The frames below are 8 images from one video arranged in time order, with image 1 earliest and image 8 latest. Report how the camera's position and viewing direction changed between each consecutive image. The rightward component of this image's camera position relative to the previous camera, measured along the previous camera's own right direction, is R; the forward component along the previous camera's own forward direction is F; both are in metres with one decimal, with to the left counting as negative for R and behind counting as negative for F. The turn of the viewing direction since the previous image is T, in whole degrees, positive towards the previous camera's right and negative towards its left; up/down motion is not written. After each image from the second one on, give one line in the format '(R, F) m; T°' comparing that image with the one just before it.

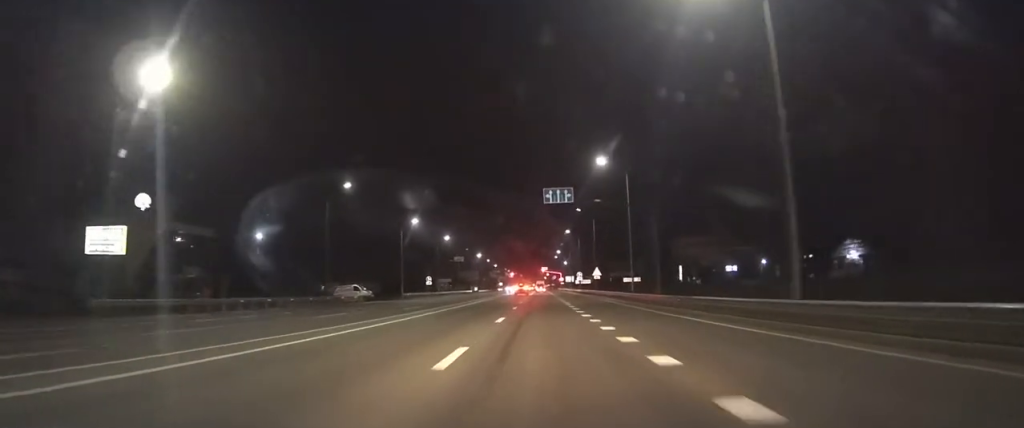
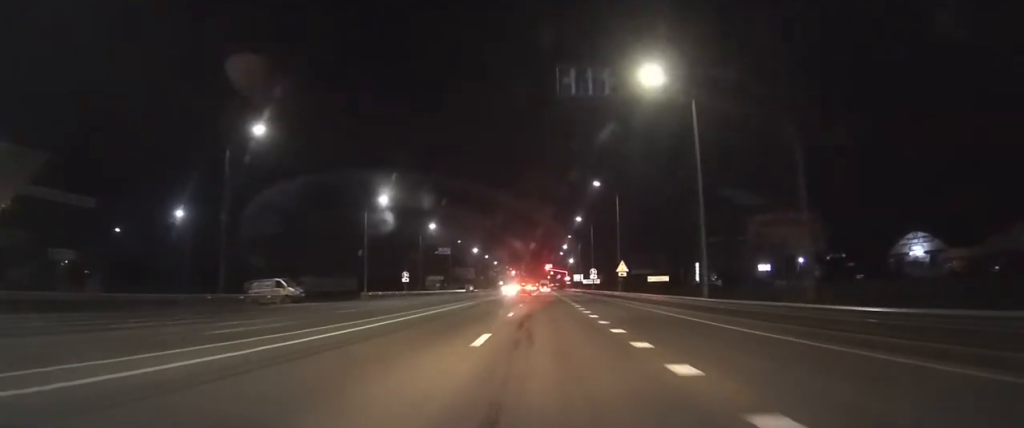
(-0.1, +21.4) m; -1°
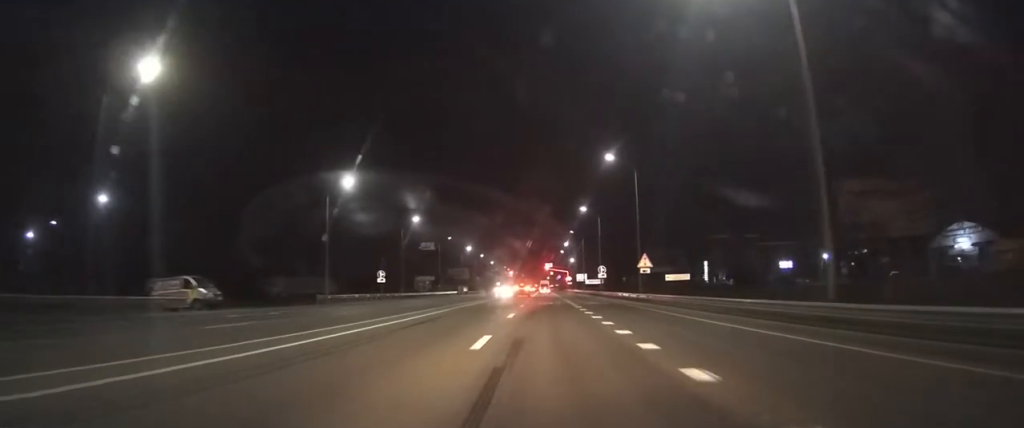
(-0.1, +13.1) m; 0°
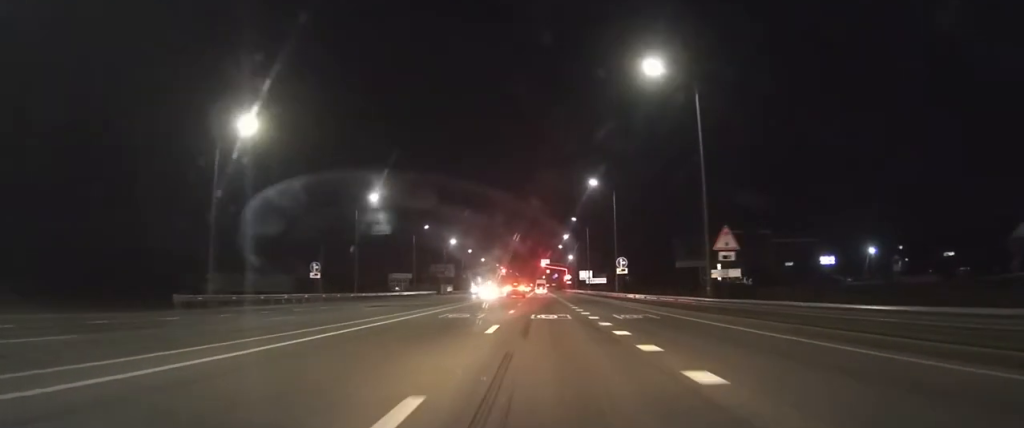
(+0.1, +21.1) m; +1°
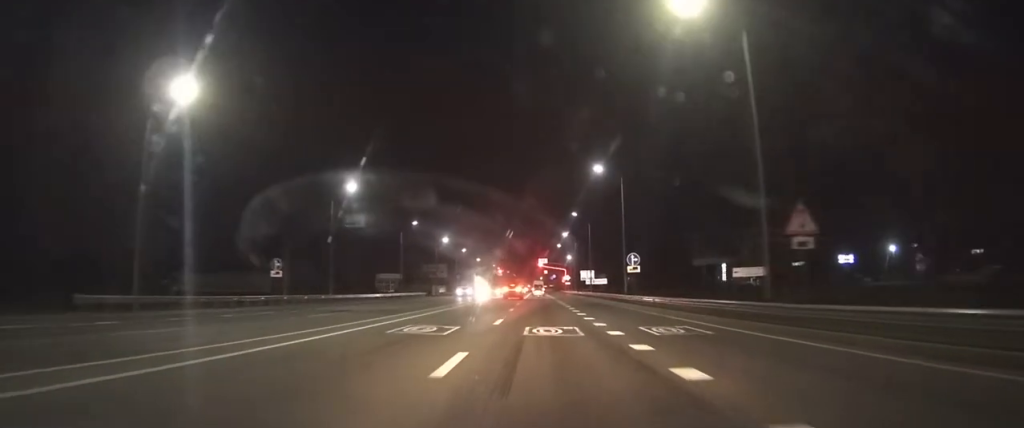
(0.0, +7.7) m; 0°
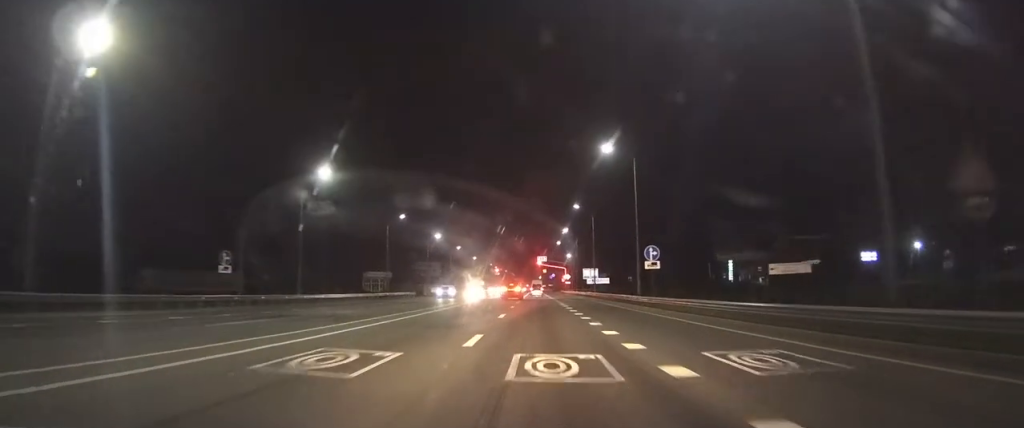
(0.0, +7.9) m; 0°
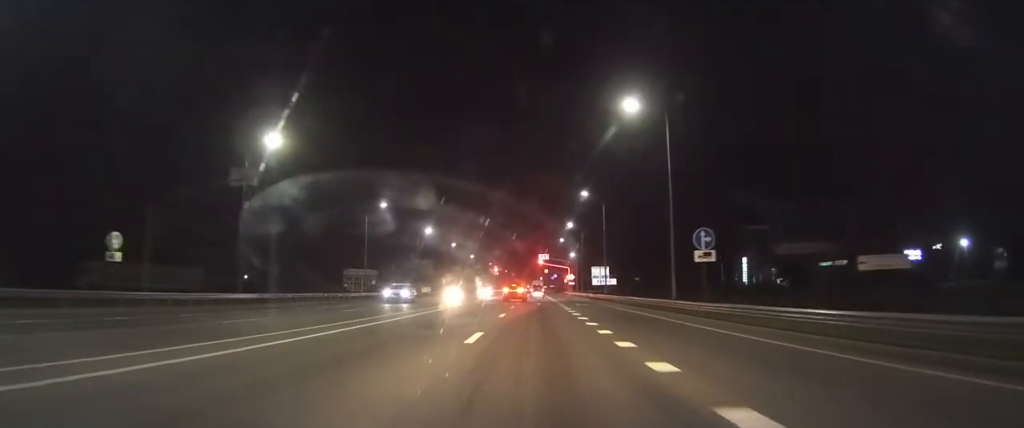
(0.0, +11.6) m; 0°
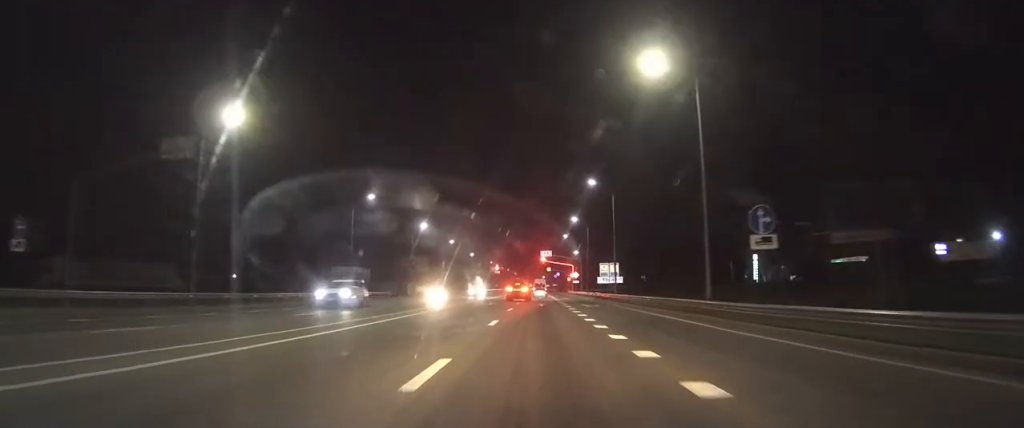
(0.0, +6.5) m; 0°
